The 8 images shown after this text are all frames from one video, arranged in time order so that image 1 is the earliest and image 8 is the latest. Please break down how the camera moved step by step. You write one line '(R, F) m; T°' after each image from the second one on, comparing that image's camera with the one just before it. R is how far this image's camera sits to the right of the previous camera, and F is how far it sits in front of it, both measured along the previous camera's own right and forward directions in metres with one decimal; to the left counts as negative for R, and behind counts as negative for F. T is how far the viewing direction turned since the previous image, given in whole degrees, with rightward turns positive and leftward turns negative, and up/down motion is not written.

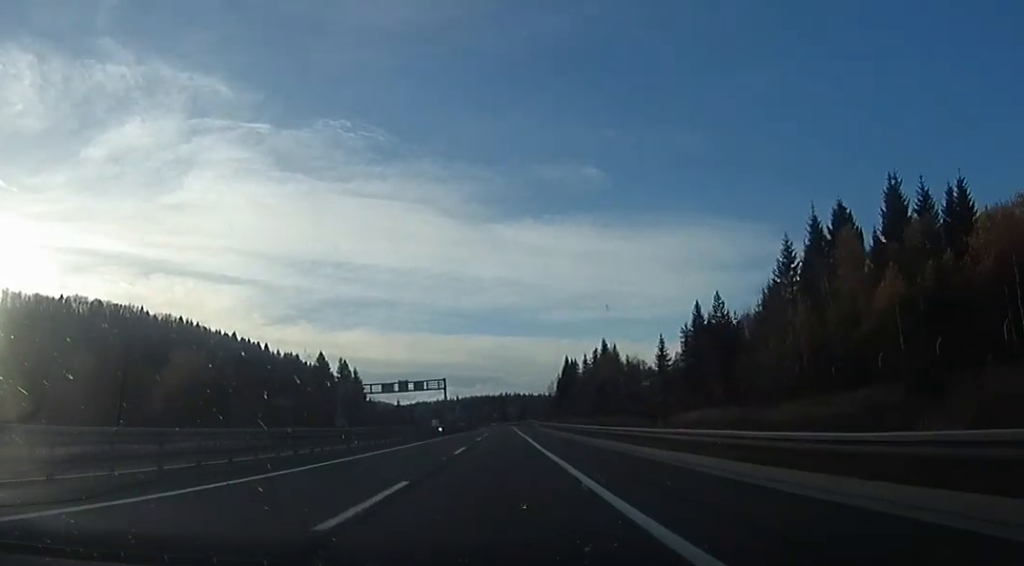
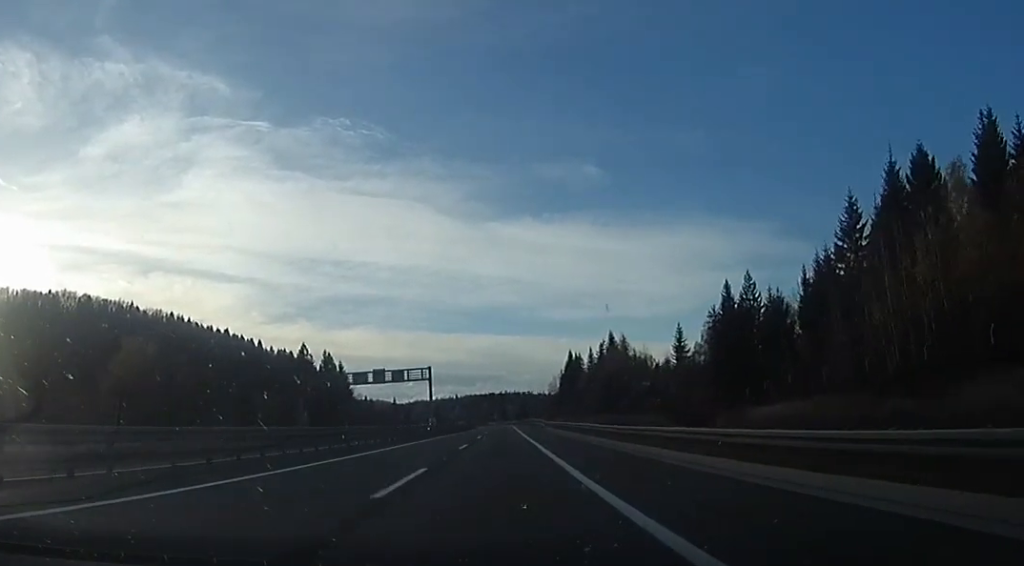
(0.0, +15.3) m; 0°
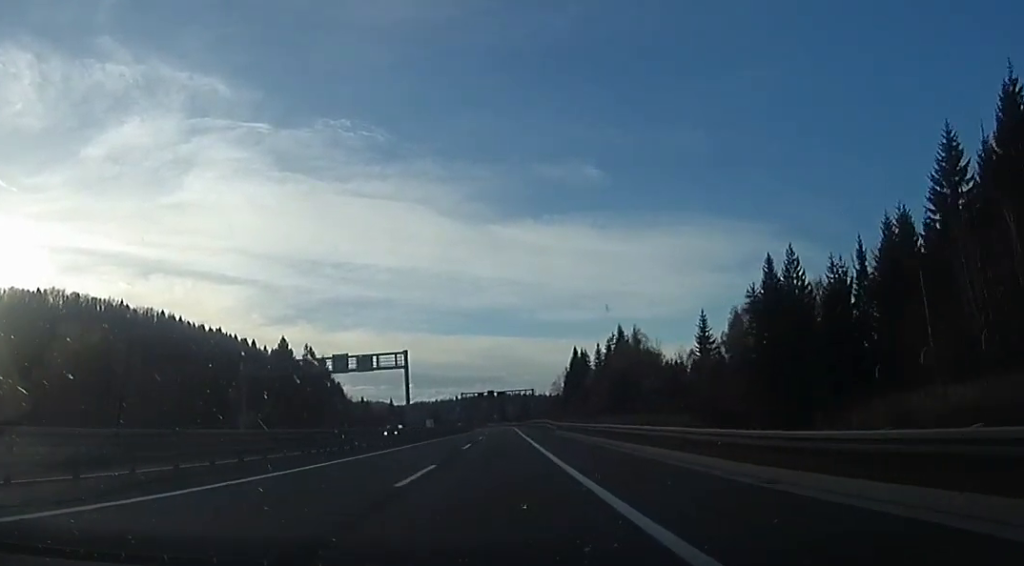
(0.0, +15.8) m; 0°
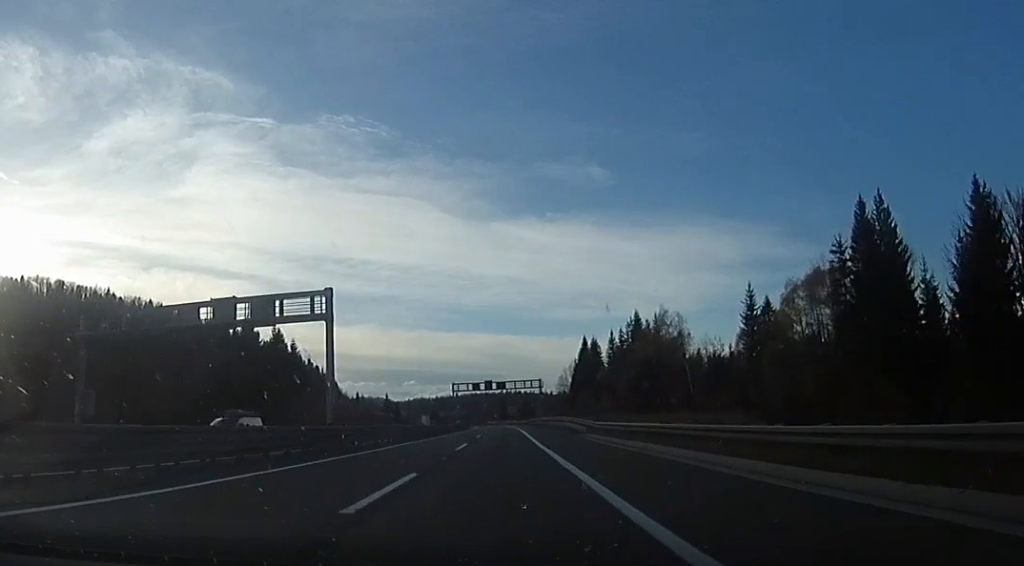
(0.0, +22.0) m; 0°
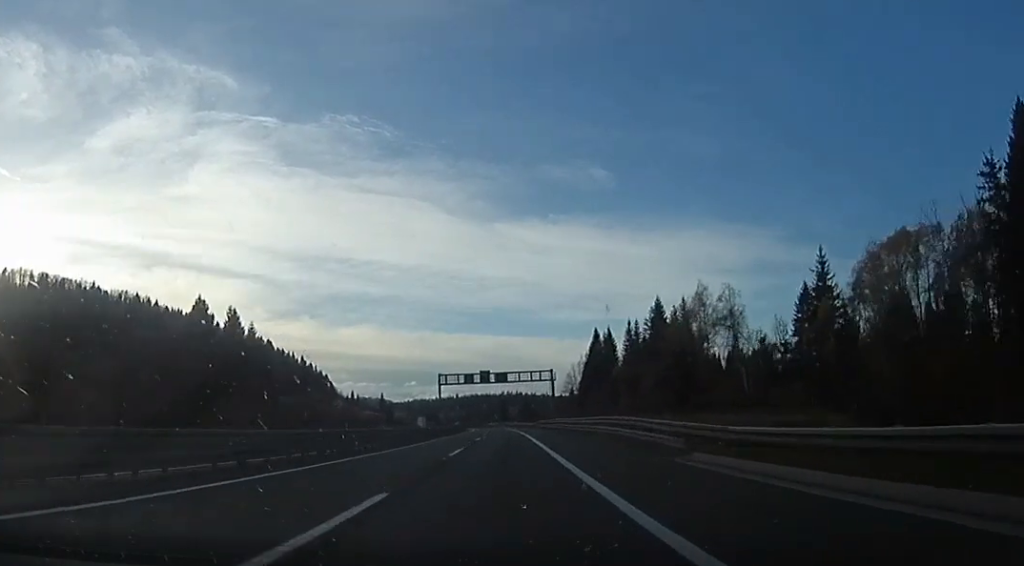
(0.0, +22.0) m; 0°
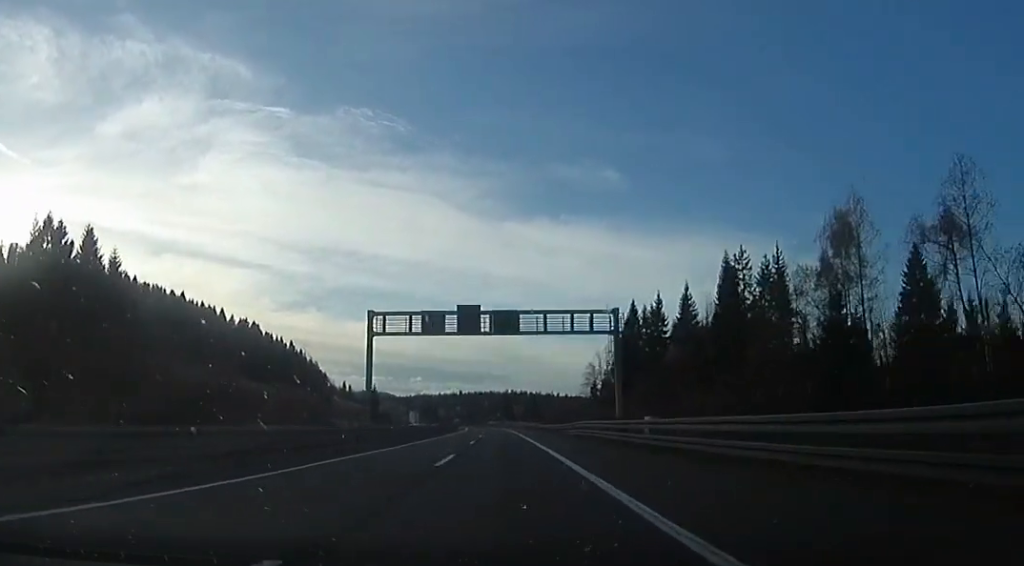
(0.0, +41.7) m; 0°
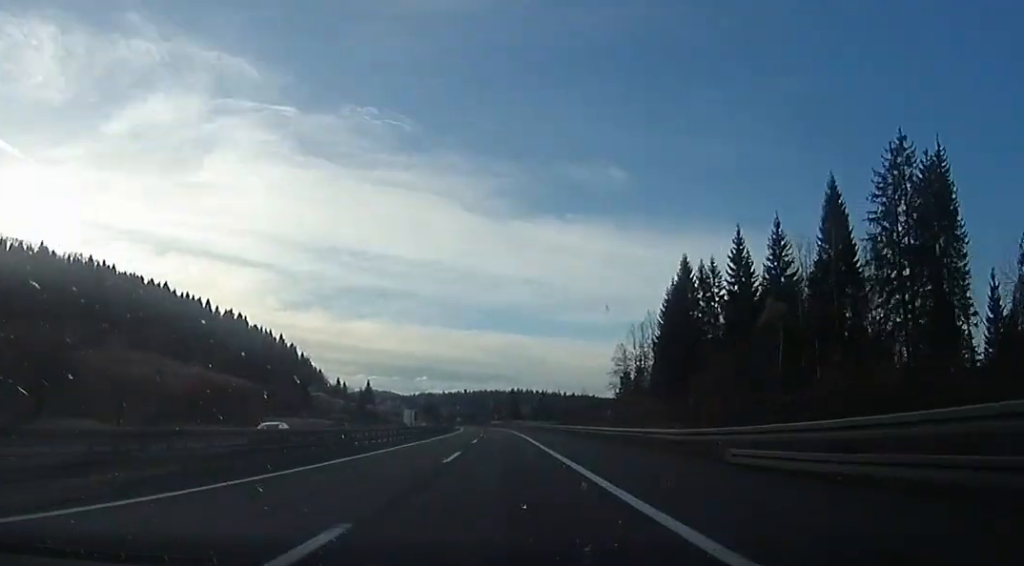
(0.0, +34.3) m; -1°
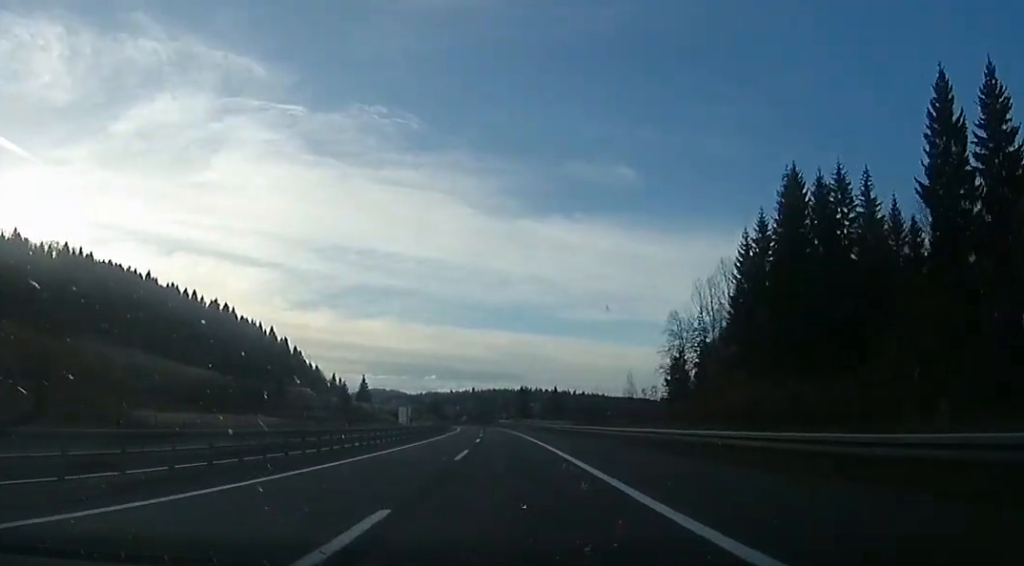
(-0.7, +34.5) m; -2°
